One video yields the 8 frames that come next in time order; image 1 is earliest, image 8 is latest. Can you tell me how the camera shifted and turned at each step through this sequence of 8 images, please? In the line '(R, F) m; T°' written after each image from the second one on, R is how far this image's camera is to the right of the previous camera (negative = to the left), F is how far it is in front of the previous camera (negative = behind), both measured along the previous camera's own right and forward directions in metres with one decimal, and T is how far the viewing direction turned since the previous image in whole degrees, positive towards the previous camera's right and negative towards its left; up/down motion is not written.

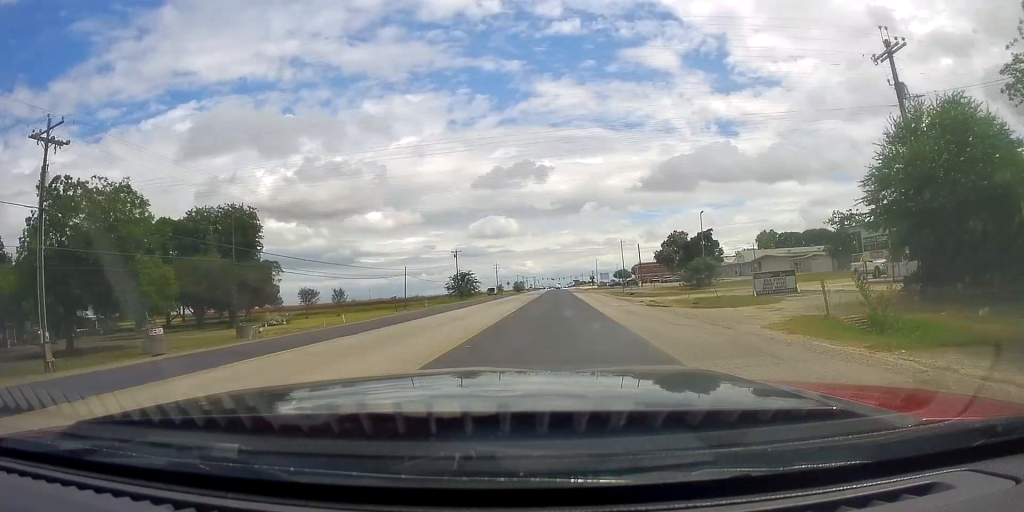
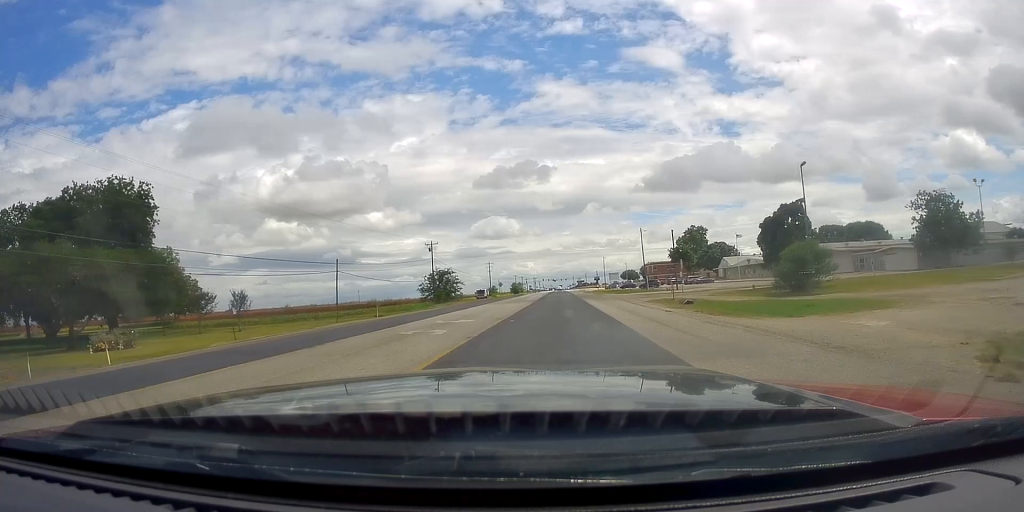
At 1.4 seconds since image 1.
(0.0, +28.0) m; 0°
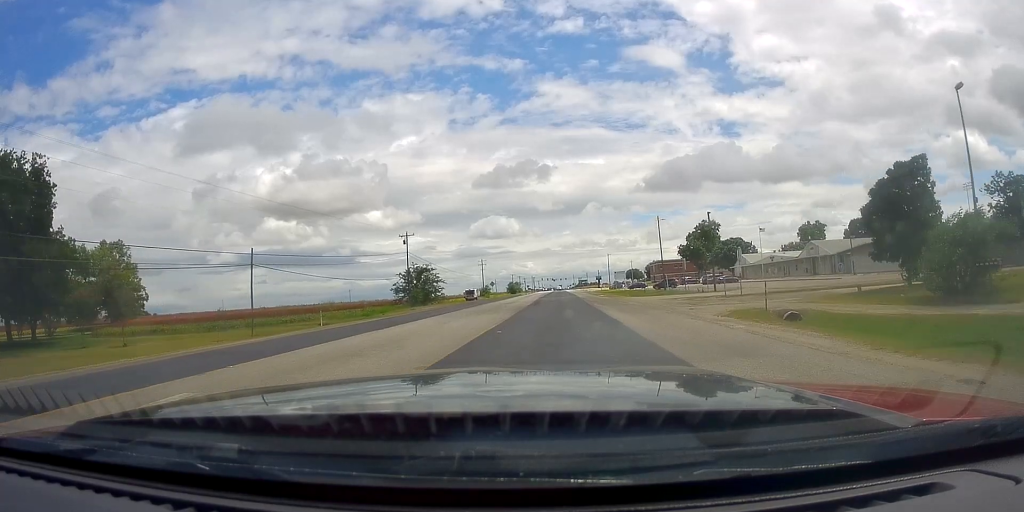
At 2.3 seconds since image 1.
(0.0, +17.6) m; 0°
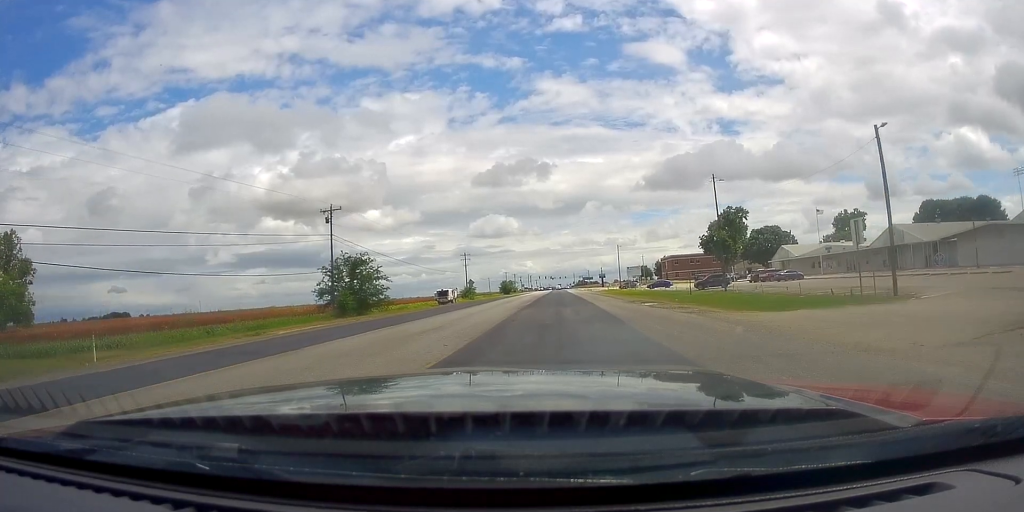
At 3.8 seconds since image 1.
(0.0, +30.7) m; 0°
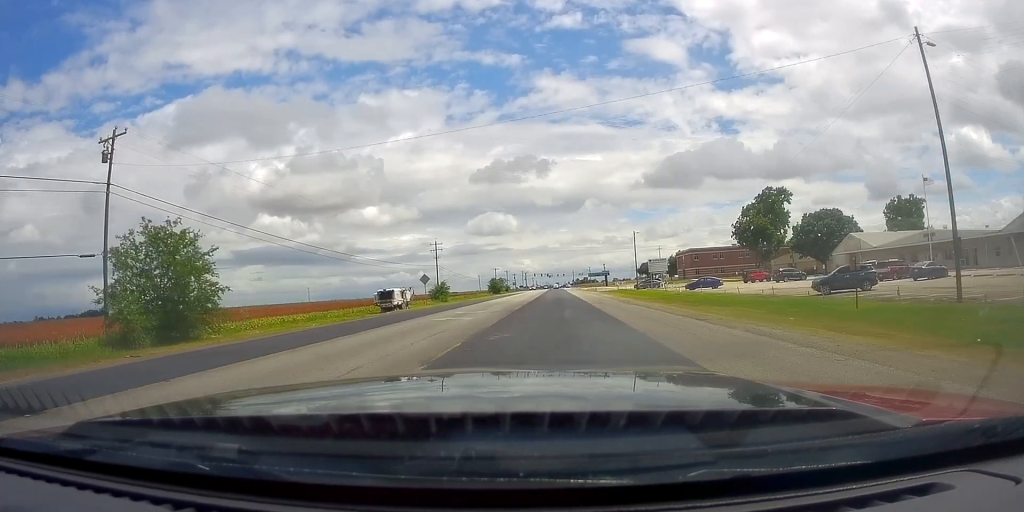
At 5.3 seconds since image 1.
(0.0, +33.3) m; 0°
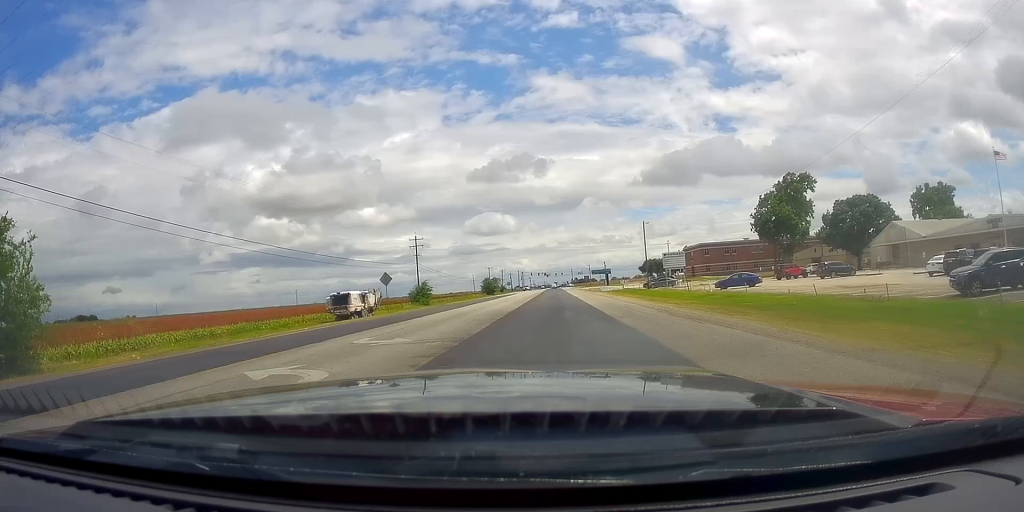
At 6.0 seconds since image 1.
(0.0, +14.9) m; 0°
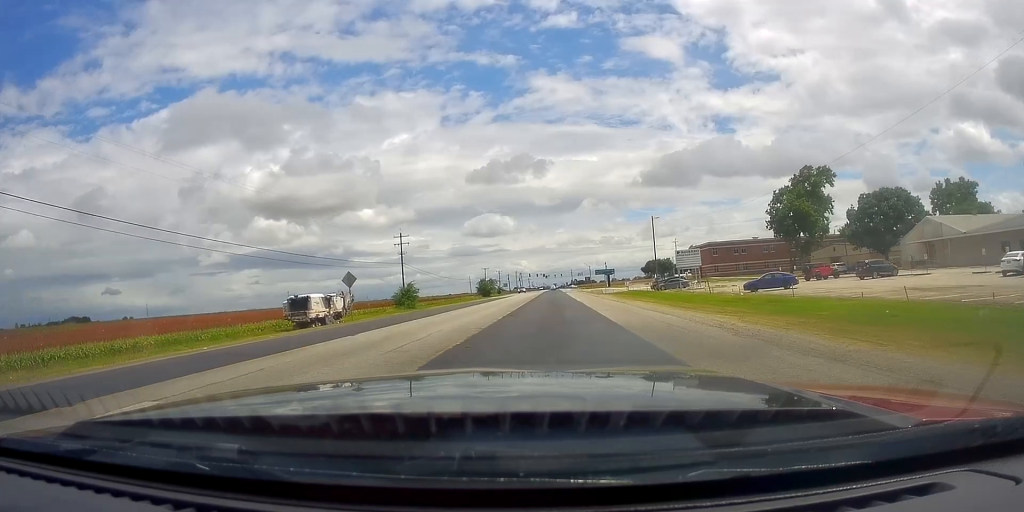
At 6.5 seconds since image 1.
(0.0, +9.6) m; +1°
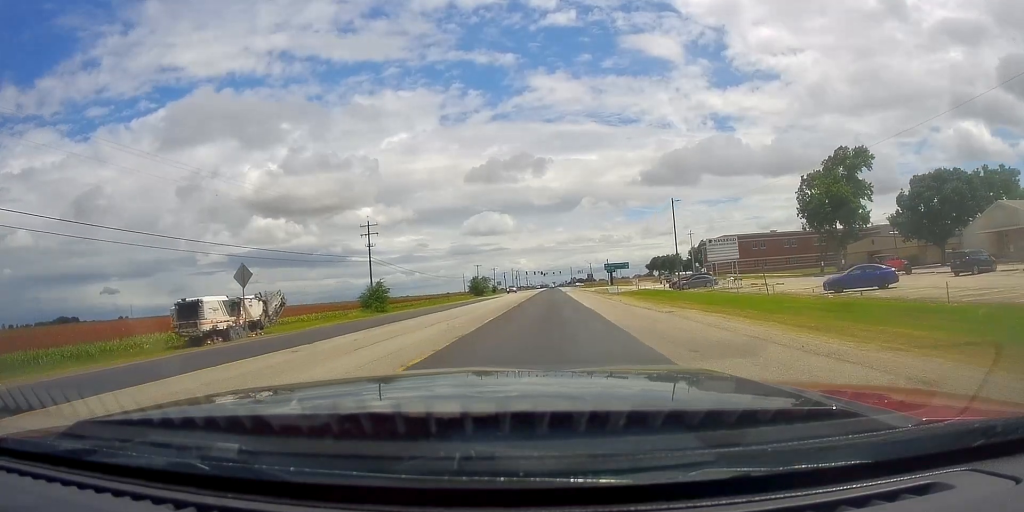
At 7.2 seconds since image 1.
(+0.2, +16.0) m; +1°
